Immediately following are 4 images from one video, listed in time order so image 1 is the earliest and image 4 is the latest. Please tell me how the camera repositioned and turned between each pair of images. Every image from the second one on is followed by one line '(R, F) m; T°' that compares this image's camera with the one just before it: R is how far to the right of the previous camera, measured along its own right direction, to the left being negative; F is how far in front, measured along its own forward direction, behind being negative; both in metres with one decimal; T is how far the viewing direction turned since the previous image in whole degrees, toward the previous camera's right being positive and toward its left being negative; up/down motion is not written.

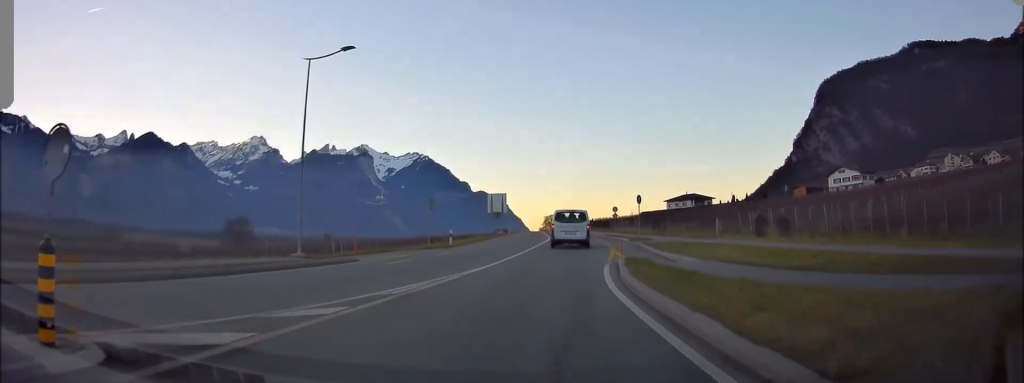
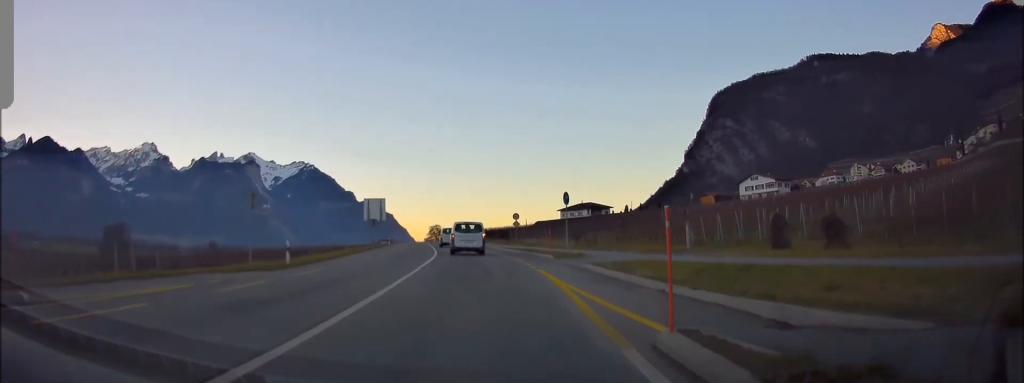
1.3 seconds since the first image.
(+0.6, +11.4) m; +6°
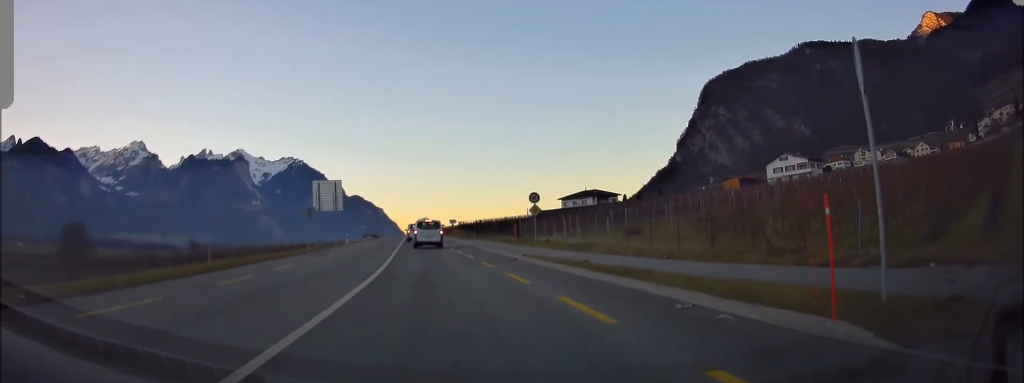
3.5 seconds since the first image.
(+1.9, +21.9) m; +7°
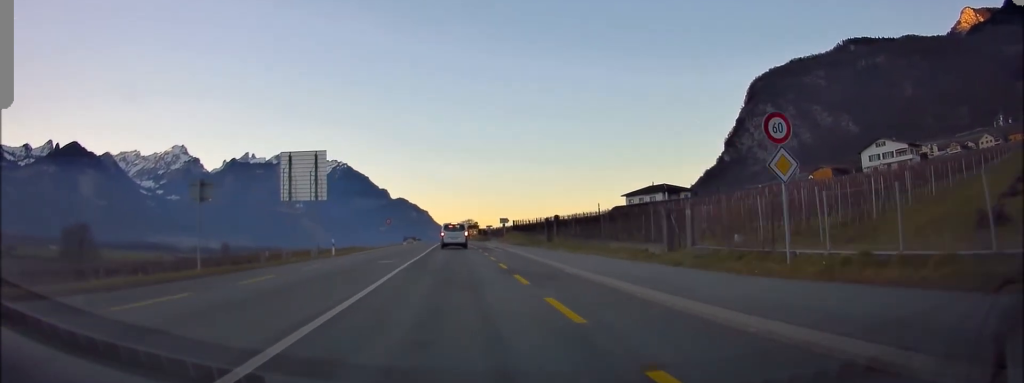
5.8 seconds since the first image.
(-0.6, +26.4) m; -4°
